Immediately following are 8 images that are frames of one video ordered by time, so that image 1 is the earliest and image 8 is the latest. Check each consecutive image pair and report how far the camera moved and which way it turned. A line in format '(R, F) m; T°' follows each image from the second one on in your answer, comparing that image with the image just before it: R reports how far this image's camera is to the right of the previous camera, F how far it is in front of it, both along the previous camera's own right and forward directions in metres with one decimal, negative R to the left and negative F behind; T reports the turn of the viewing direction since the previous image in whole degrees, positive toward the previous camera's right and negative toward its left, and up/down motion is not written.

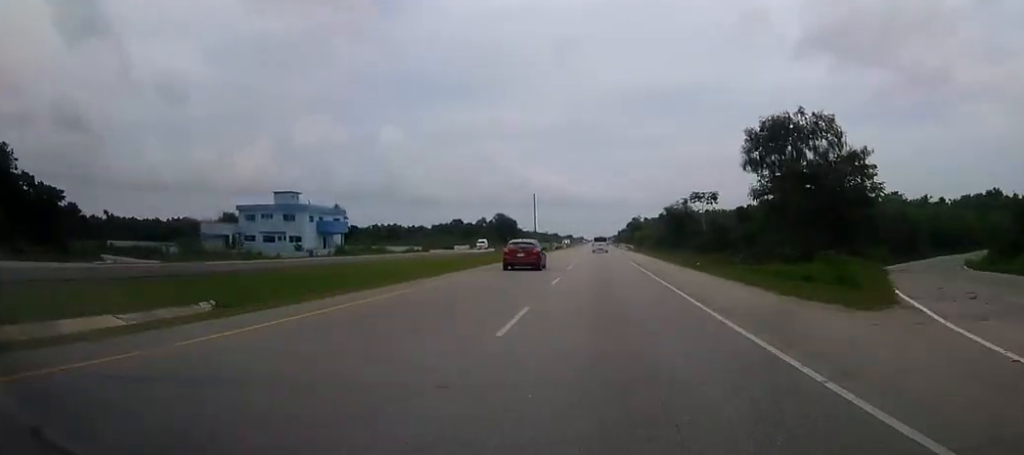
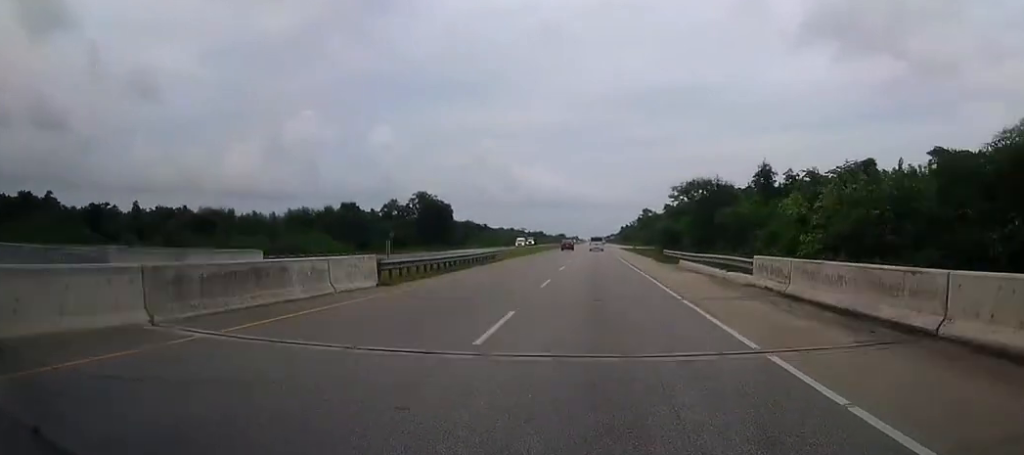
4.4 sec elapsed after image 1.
(+0.1, +120.3) m; 0°
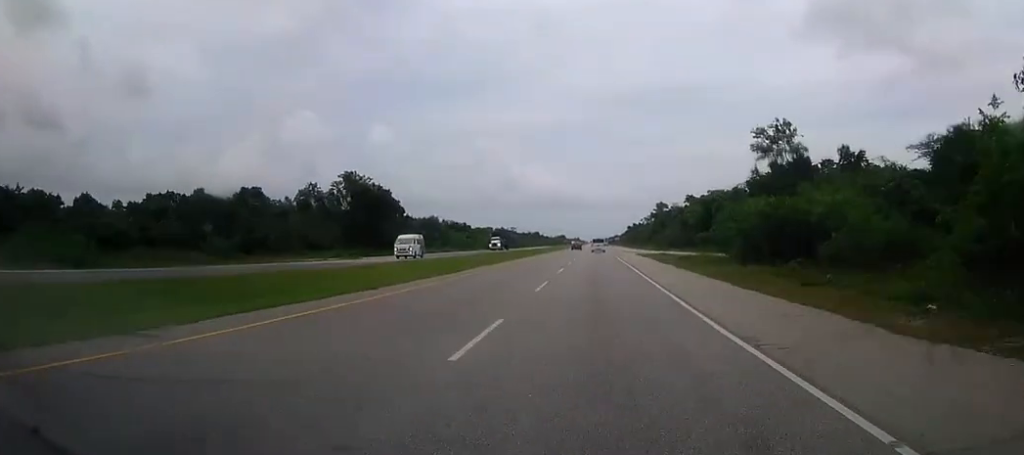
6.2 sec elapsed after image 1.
(0.0, +49.3) m; 0°
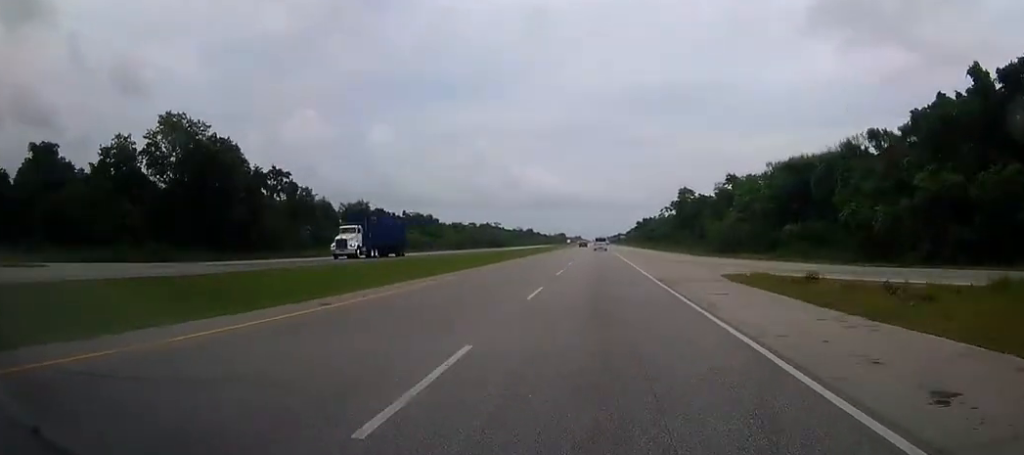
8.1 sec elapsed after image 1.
(-0.1, +51.7) m; 0°
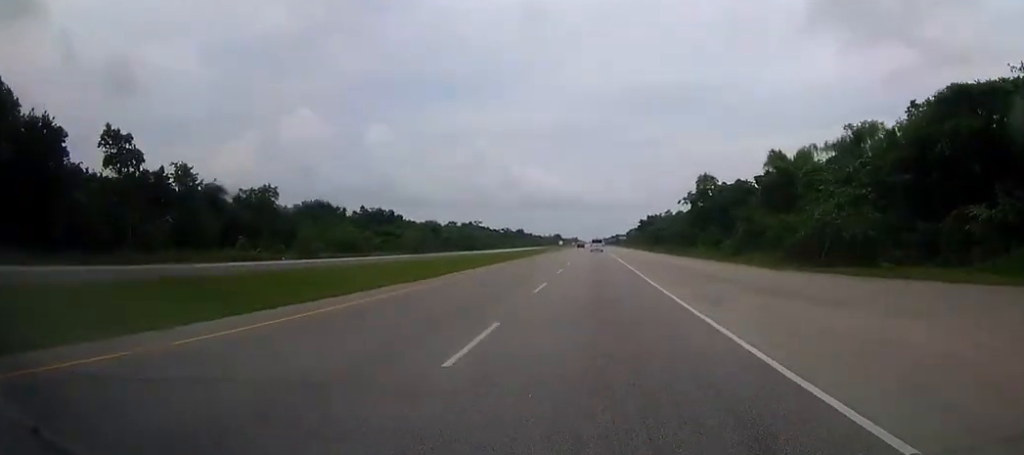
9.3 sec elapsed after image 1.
(0.0, +33.1) m; 0°
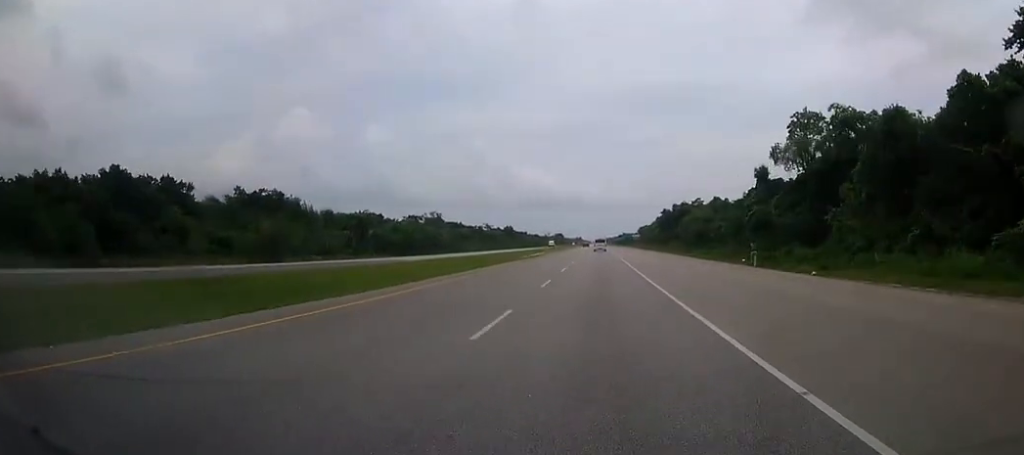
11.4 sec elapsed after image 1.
(0.0, +57.8) m; 0°
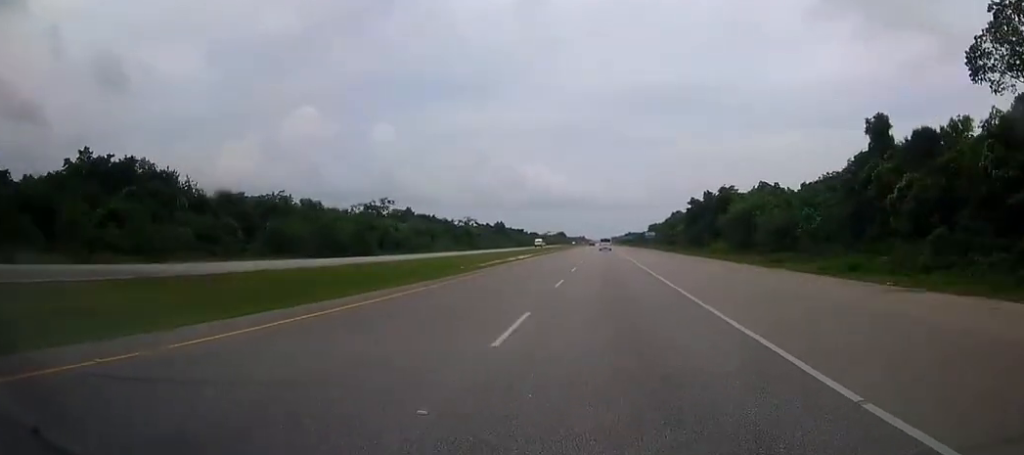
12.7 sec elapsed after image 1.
(-0.1, +35.7) m; 0°
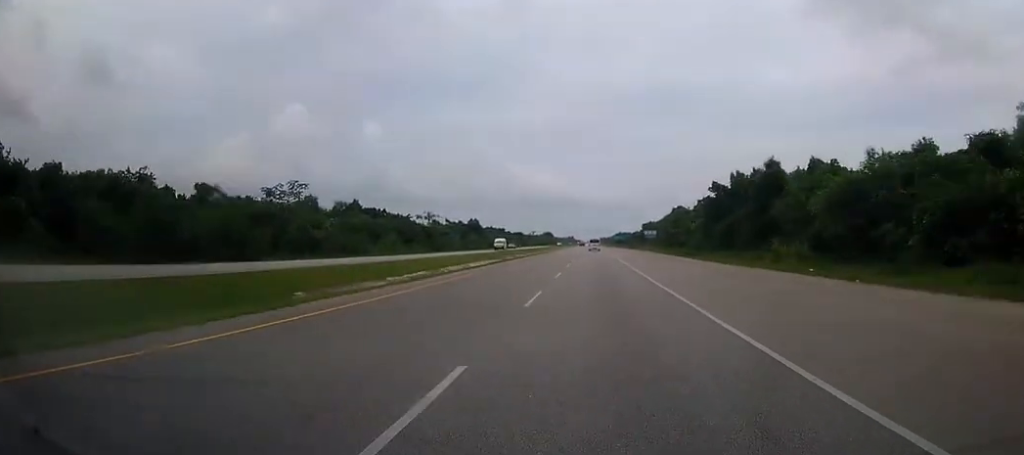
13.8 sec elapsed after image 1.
(0.0, +30.5) m; 0°
